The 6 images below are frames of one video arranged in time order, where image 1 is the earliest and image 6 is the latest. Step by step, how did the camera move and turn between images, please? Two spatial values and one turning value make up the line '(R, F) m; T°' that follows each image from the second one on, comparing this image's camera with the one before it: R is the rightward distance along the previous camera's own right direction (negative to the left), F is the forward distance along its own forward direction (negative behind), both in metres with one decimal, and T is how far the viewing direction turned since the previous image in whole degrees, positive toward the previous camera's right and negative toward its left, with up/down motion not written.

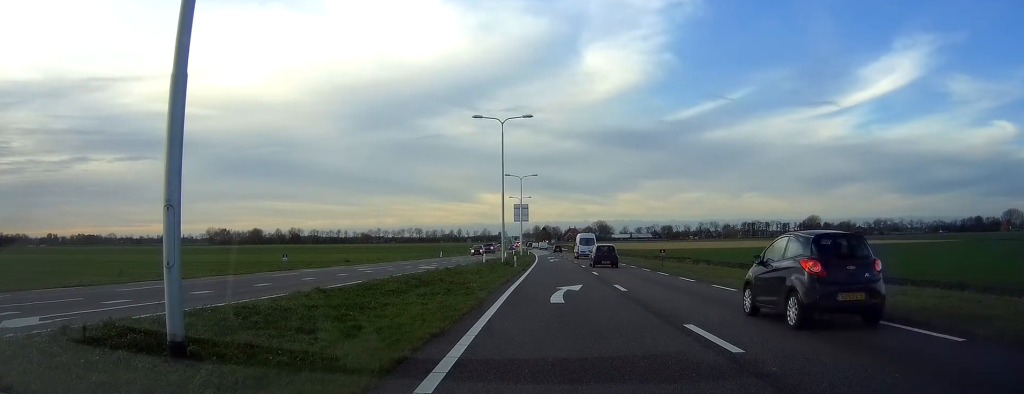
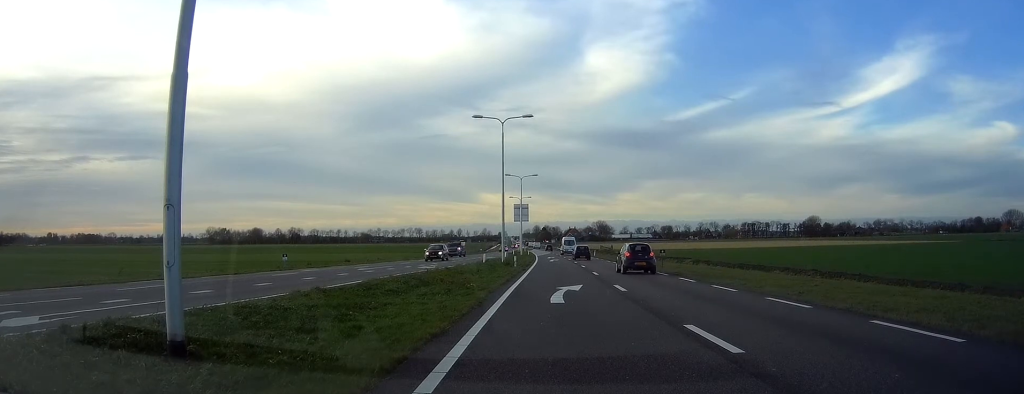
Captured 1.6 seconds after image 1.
(-0.1, 0.0) m; 0°
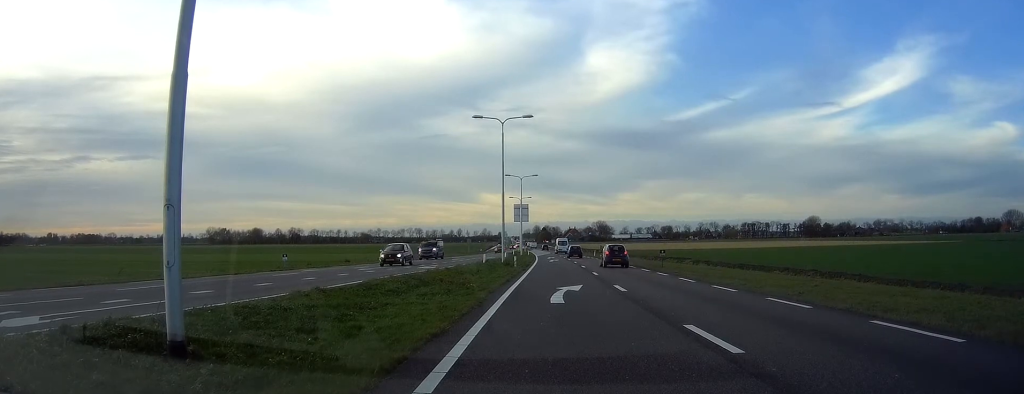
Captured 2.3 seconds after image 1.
(-0.1, +0.1) m; 0°
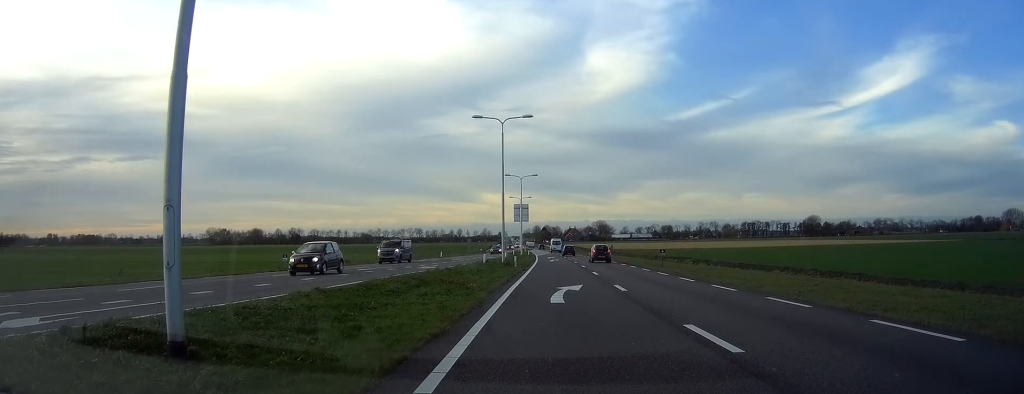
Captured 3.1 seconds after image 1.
(-0.1, +0.1) m; 0°
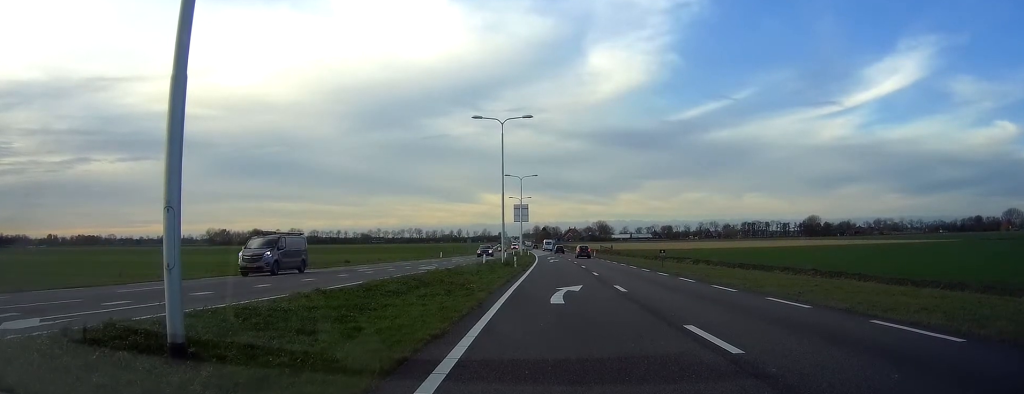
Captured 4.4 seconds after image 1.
(-0.2, +0.2) m; 0°
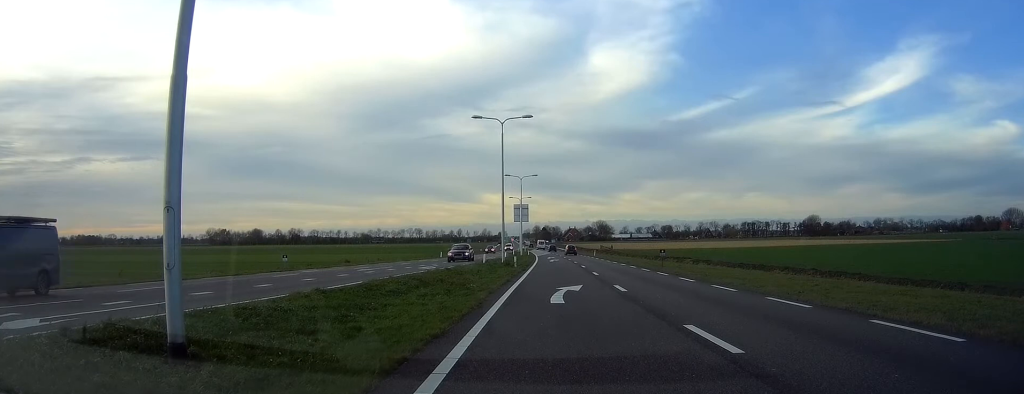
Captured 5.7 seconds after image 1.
(0.0, 0.0) m; 0°
